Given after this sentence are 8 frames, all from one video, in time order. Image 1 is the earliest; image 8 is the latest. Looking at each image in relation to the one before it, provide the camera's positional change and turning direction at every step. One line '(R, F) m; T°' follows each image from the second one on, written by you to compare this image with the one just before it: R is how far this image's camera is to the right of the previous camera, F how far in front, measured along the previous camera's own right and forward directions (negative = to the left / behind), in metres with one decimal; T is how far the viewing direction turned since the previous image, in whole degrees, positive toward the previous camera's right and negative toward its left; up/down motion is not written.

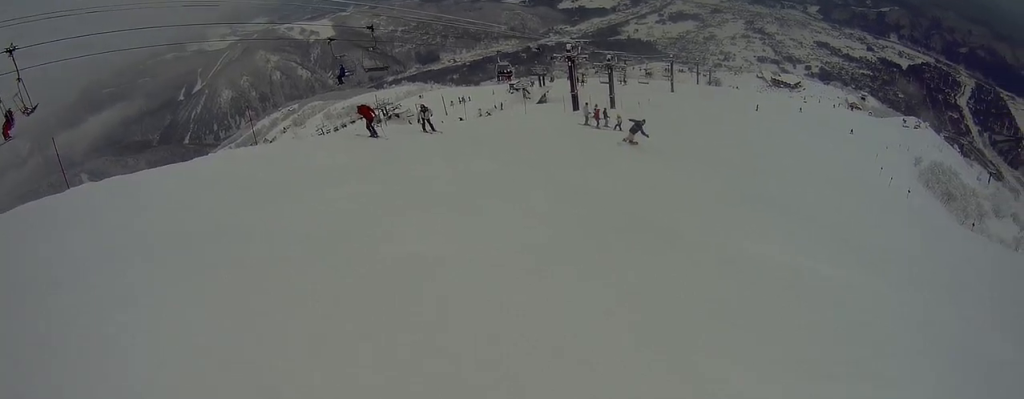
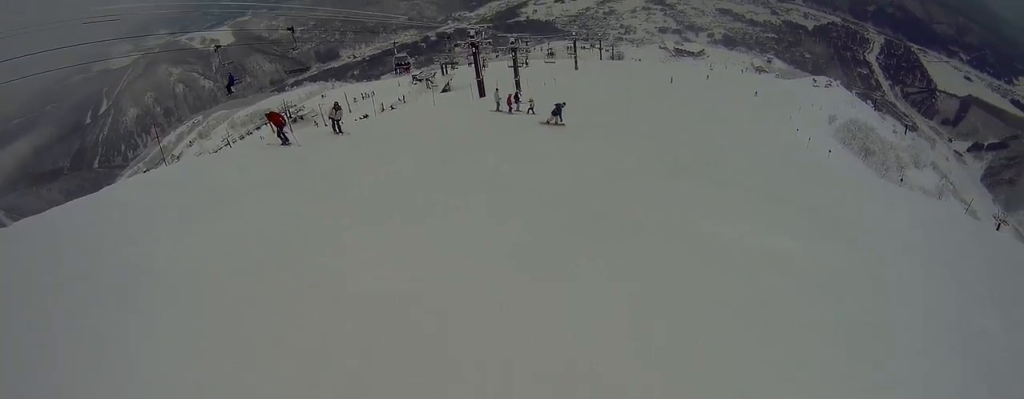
(0.0, +1.3) m; +14°
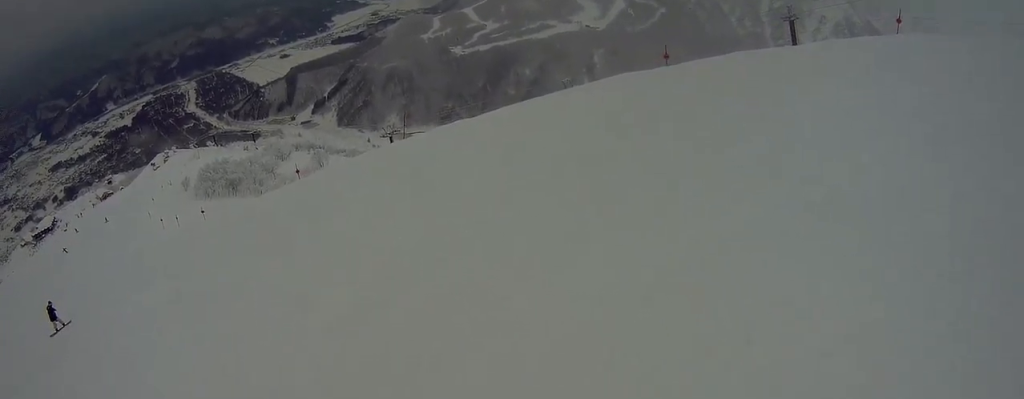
(+1.7, +8.2) m; +3°
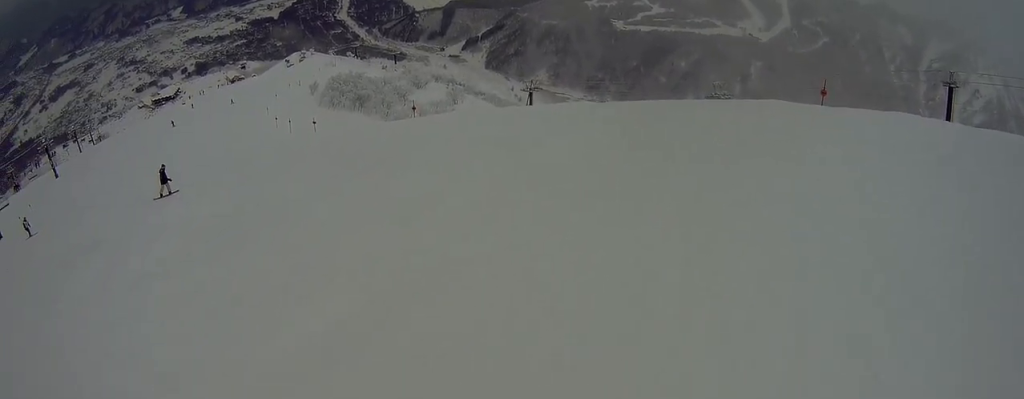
(-0.2, +2.2) m; -7°
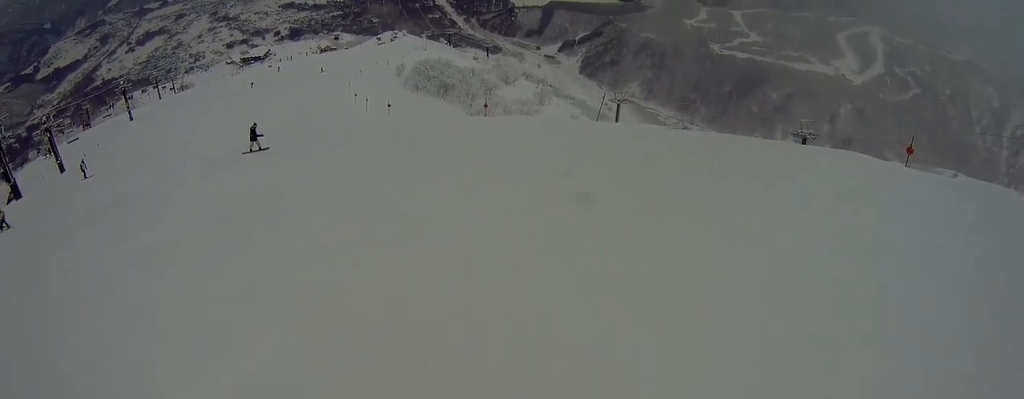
(0.0, +1.7) m; -6°
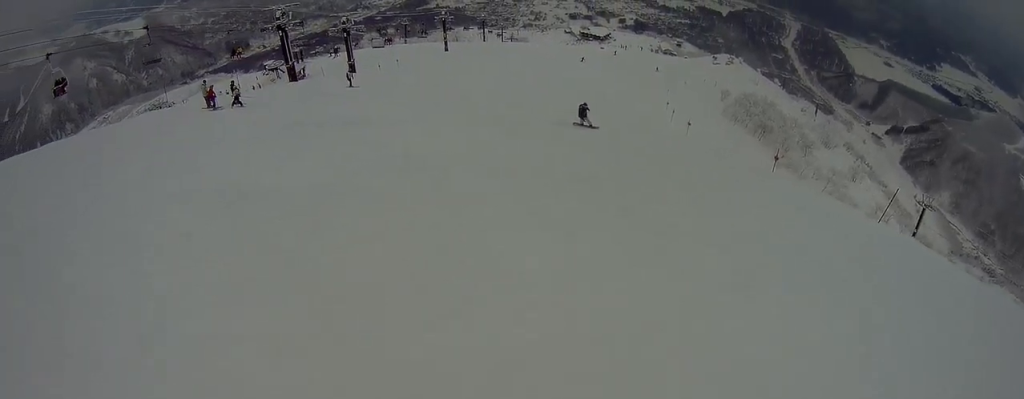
(-0.4, +3.3) m; -19°
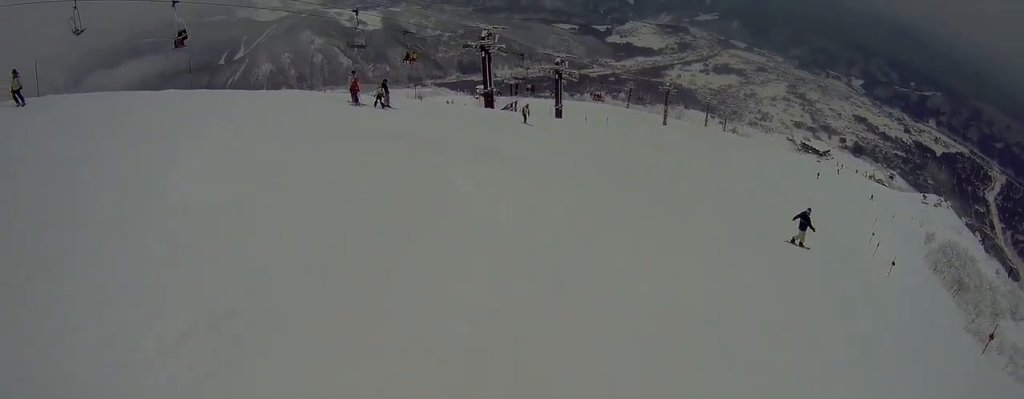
(-0.8, +4.3) m; -14°
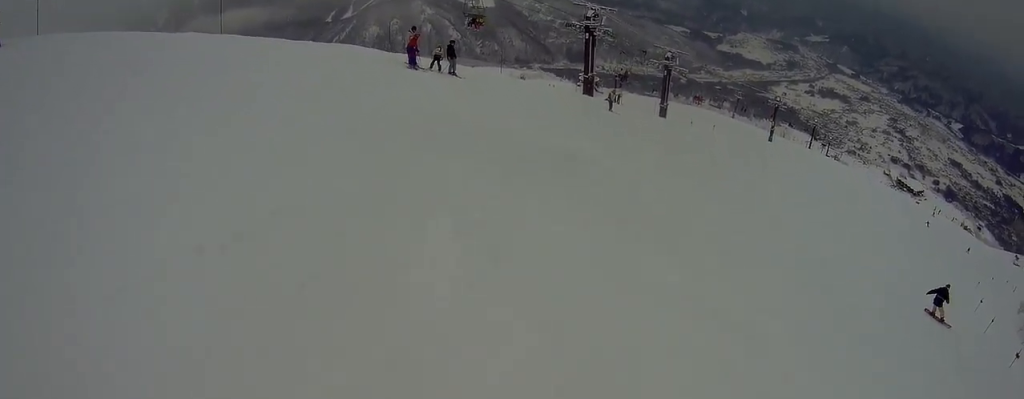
(-0.2, +4.1) m; -8°
